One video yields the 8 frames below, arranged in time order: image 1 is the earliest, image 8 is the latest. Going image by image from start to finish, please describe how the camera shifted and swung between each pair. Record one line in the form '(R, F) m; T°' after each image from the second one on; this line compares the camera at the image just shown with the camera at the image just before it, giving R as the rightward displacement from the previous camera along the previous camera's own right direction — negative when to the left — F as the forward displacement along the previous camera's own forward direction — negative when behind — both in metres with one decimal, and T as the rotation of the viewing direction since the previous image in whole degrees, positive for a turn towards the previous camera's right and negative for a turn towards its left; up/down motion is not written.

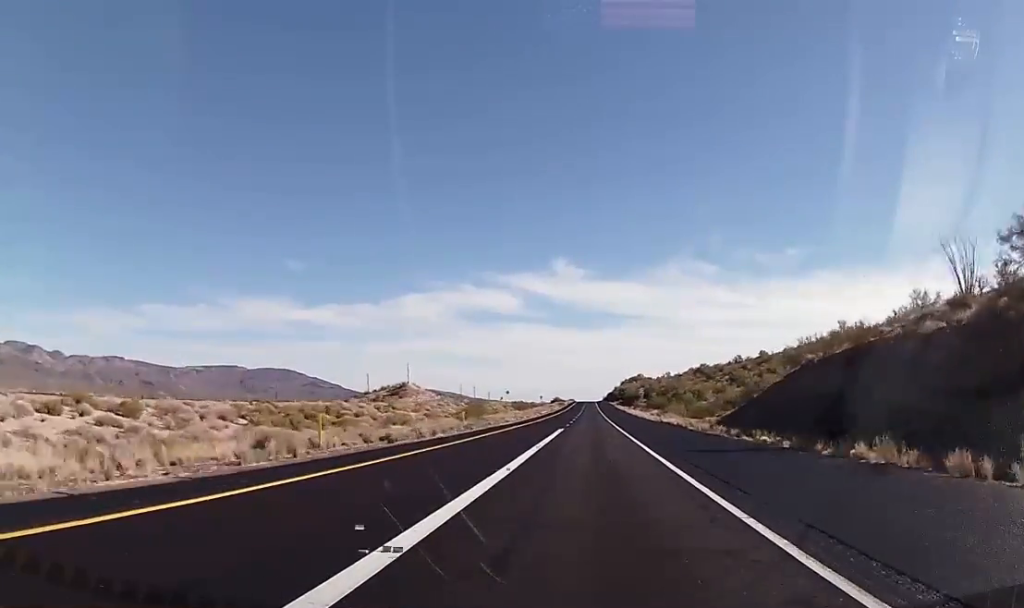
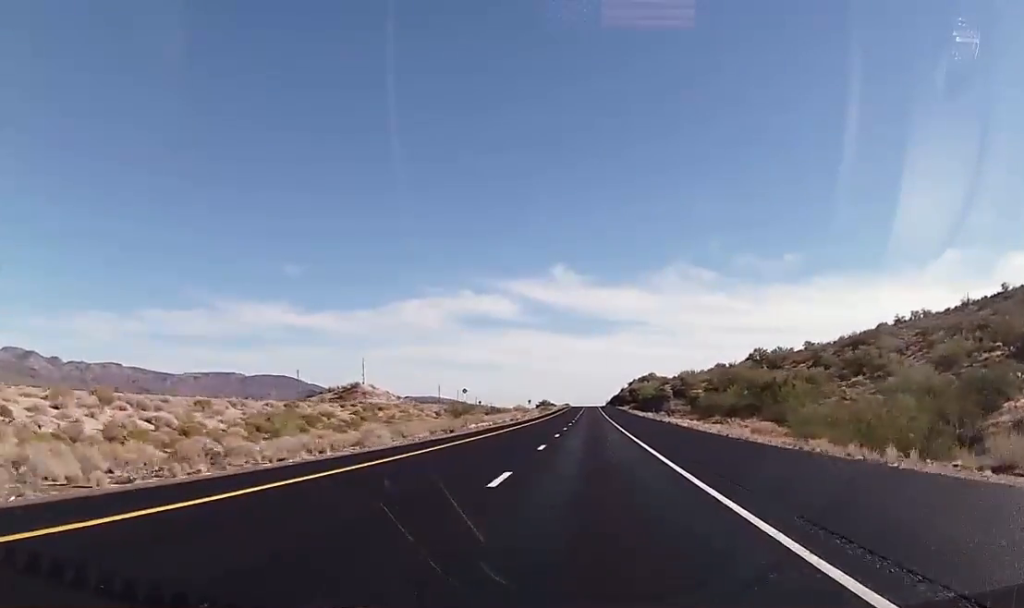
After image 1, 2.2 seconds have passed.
(-0.5, +82.4) m; -2°
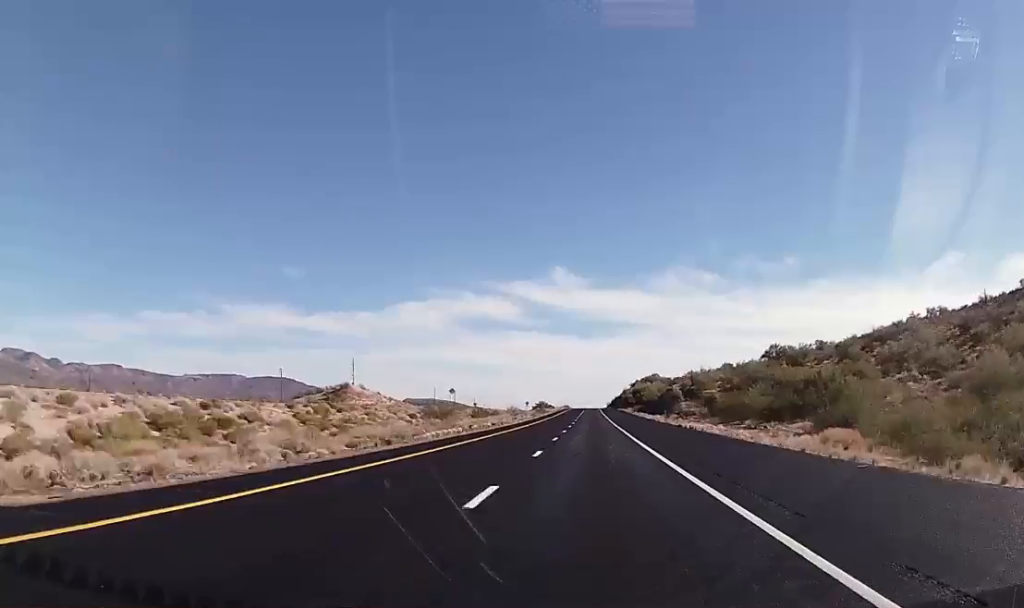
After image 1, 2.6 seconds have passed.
(-0.3, +15.0) m; 0°
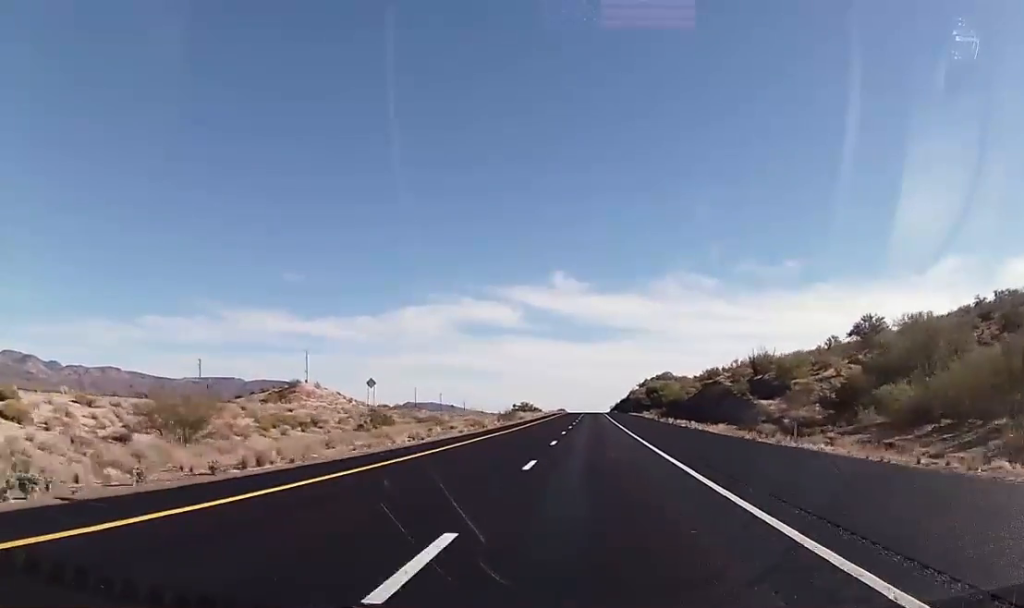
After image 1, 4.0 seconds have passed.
(+0.5, +53.6) m; +2°
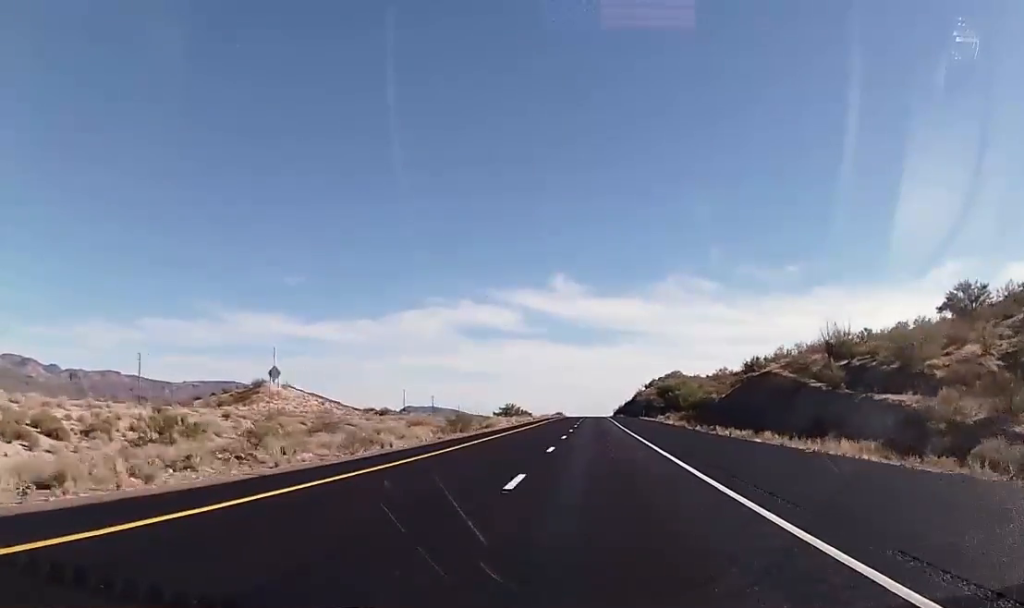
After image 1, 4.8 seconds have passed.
(+0.3, +28.7) m; 0°
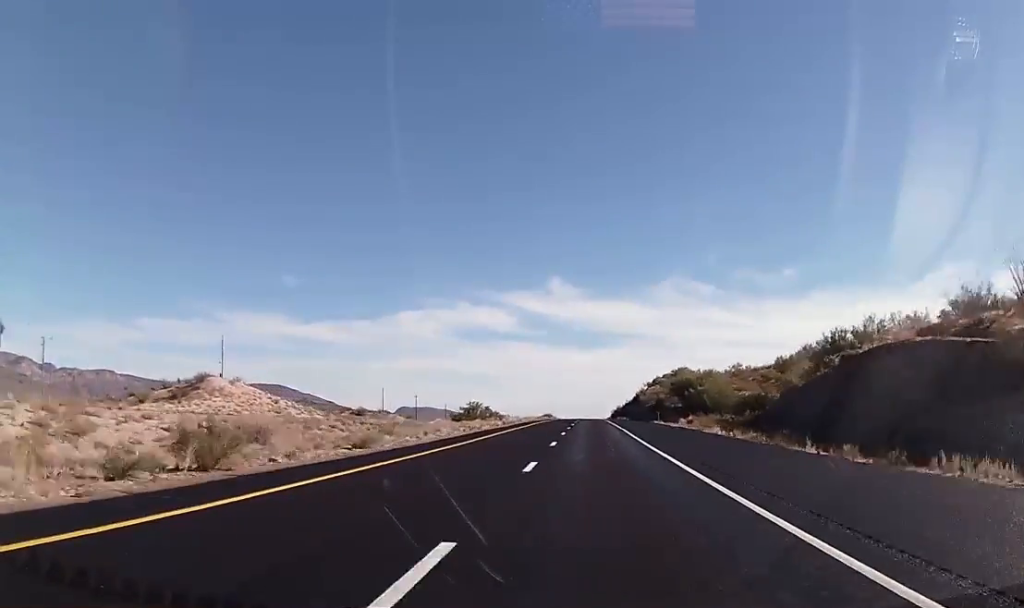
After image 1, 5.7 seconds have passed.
(-0.4, +32.4) m; 0°
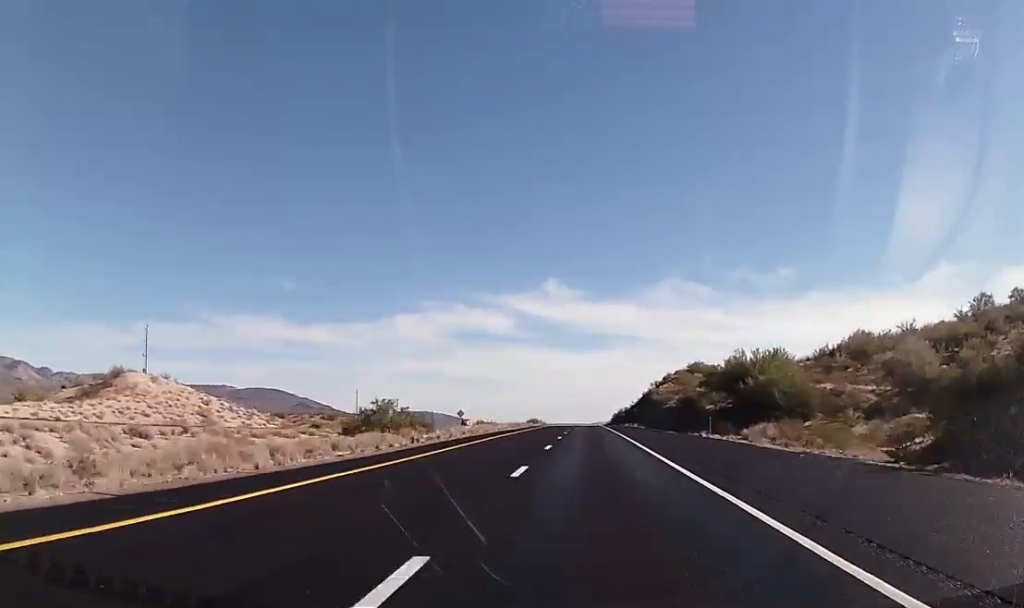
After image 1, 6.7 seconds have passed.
(0.0, +37.4) m; 0°
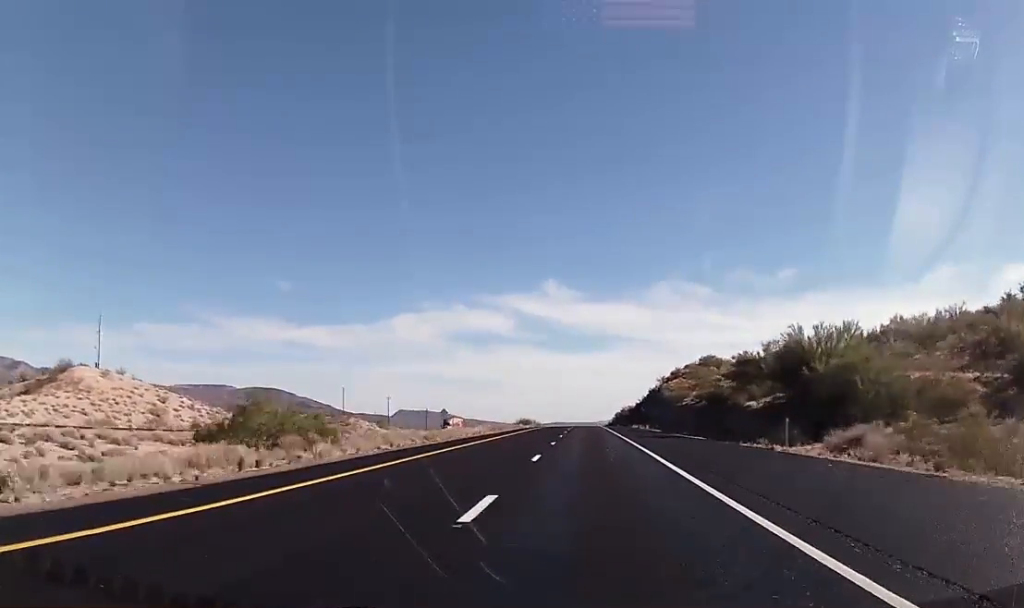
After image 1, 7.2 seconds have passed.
(0.0, +18.6) m; 0°
